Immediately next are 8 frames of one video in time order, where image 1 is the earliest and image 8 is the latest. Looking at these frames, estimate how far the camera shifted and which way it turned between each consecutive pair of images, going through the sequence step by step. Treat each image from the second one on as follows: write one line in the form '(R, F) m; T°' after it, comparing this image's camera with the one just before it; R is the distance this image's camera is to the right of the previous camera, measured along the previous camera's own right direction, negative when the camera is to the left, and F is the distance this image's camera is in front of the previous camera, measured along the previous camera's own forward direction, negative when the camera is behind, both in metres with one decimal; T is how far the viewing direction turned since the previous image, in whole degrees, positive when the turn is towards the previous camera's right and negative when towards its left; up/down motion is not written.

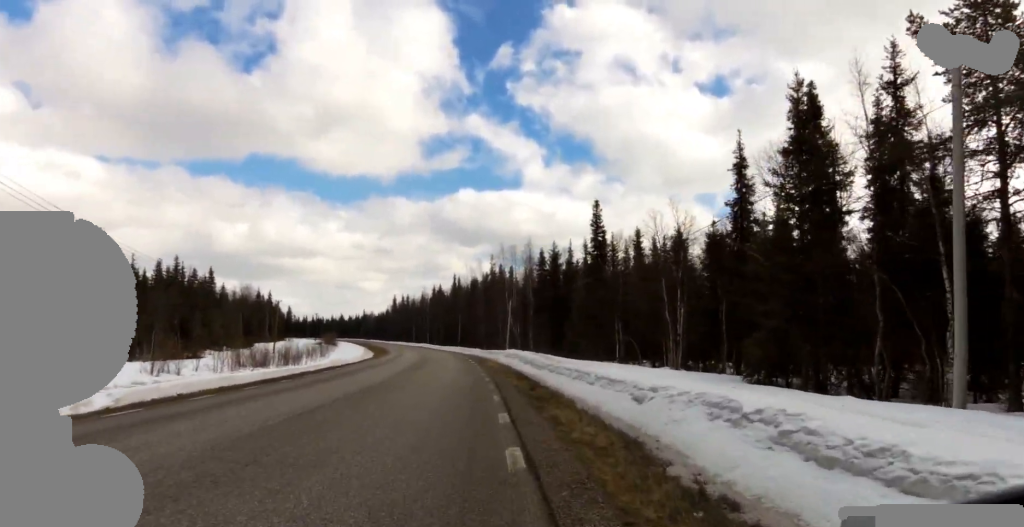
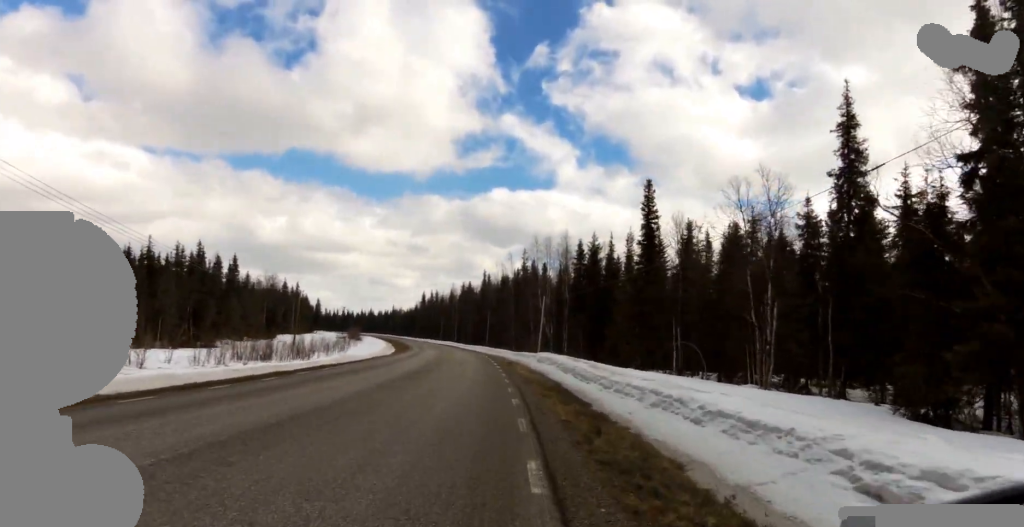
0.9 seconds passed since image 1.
(0.0, +6.3) m; 0°
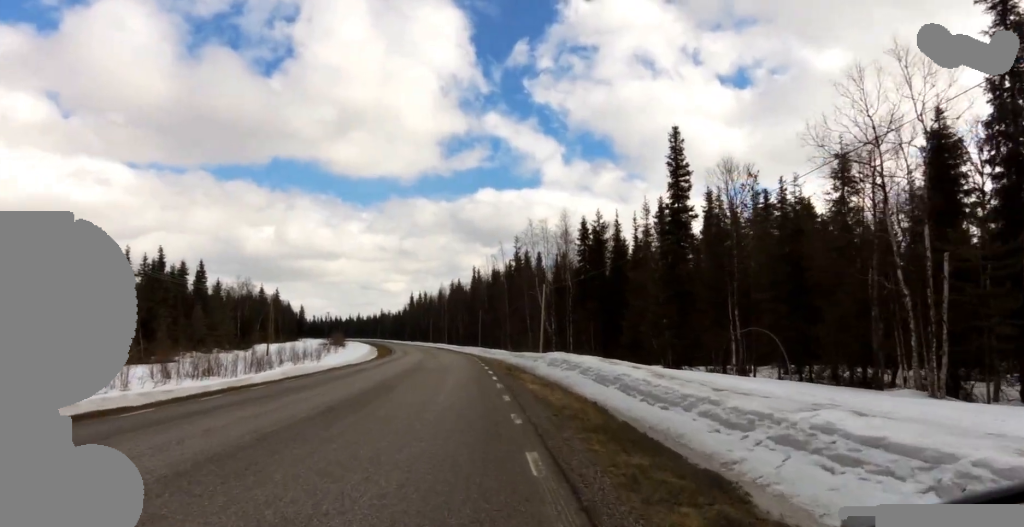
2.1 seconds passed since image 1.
(0.0, +8.2) m; 0°
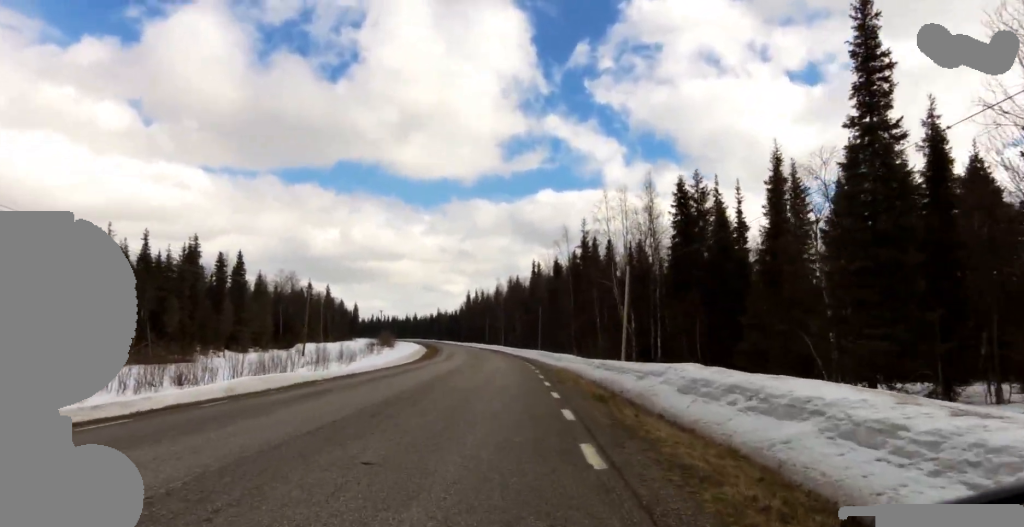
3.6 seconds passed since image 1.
(0.0, +10.8) m; 0°
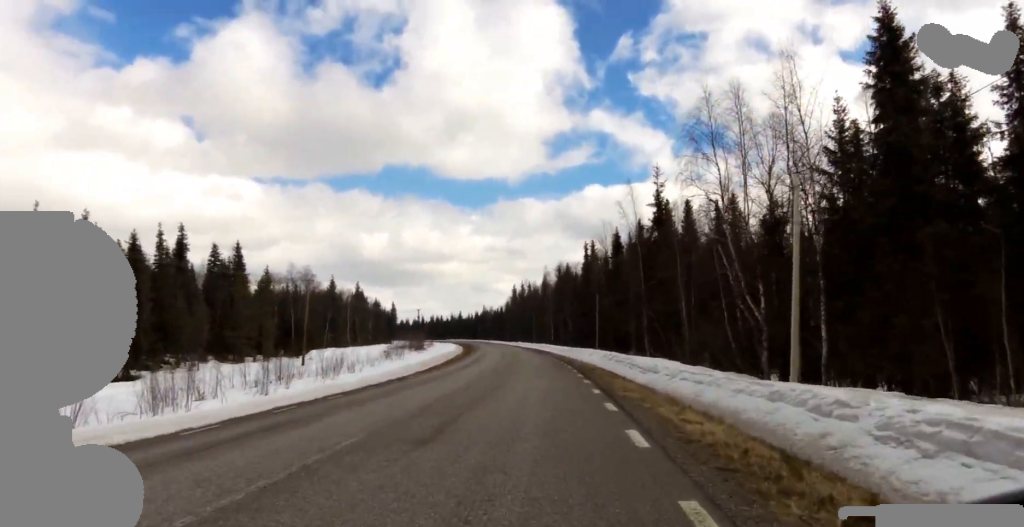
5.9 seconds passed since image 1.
(0.0, +16.8) m; 0°
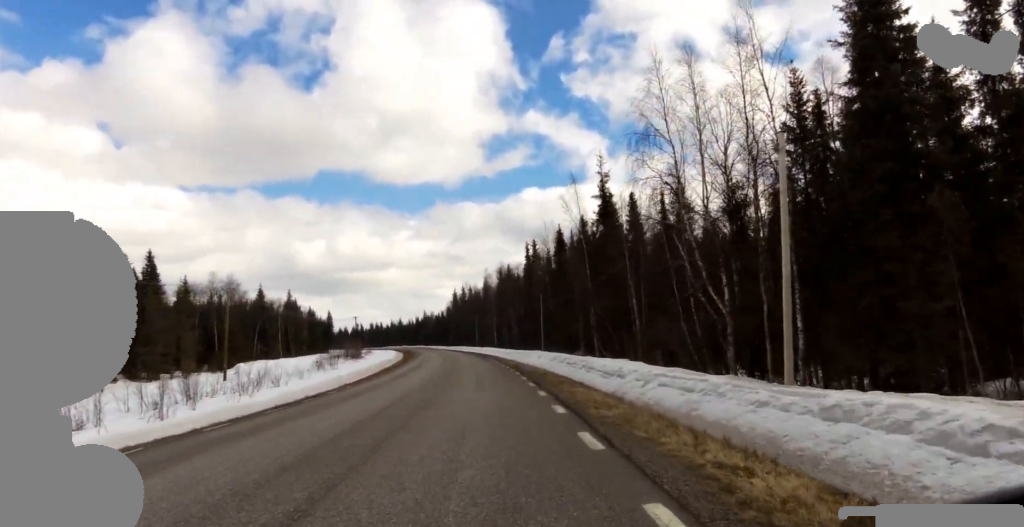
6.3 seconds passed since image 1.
(0.0, +3.2) m; 0°
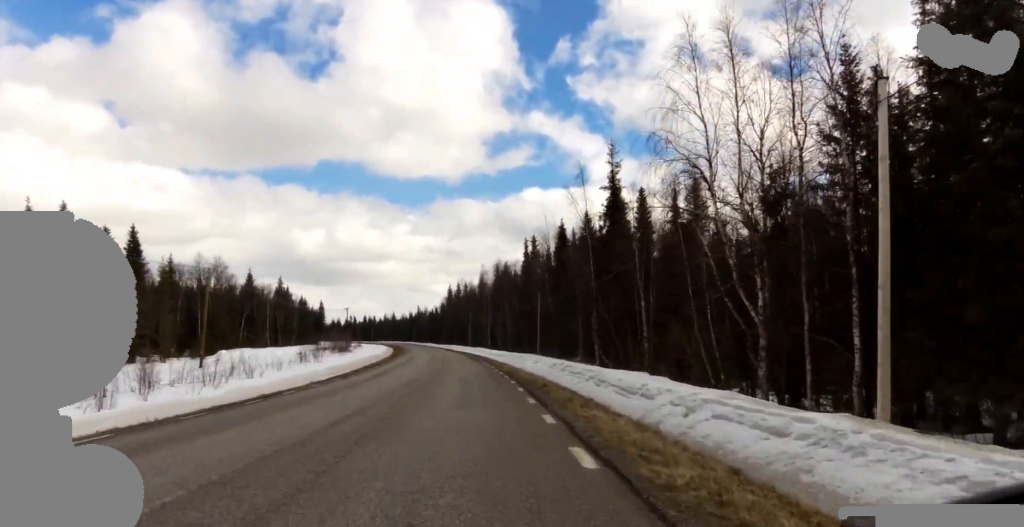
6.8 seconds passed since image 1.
(0.0, +3.4) m; 0°
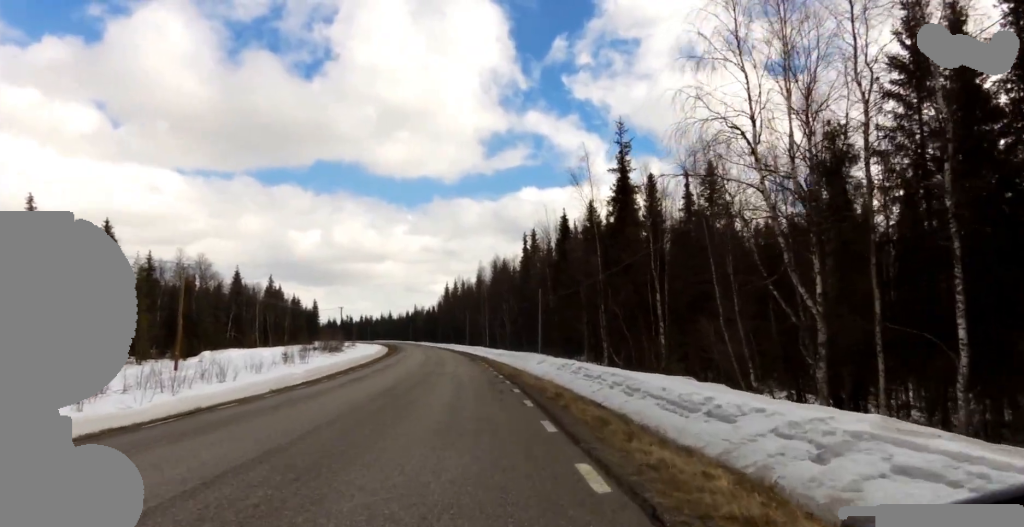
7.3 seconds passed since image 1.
(0.0, +3.9) m; 0°
